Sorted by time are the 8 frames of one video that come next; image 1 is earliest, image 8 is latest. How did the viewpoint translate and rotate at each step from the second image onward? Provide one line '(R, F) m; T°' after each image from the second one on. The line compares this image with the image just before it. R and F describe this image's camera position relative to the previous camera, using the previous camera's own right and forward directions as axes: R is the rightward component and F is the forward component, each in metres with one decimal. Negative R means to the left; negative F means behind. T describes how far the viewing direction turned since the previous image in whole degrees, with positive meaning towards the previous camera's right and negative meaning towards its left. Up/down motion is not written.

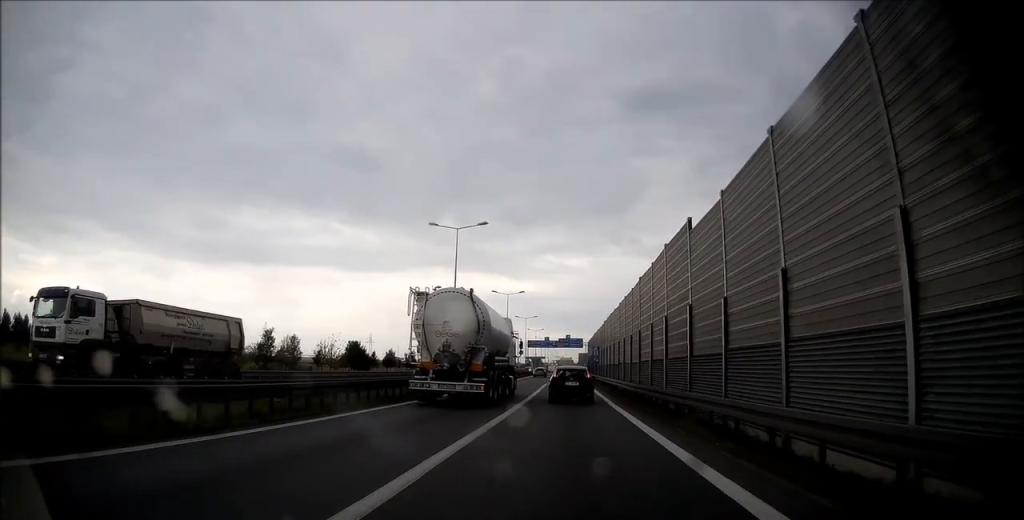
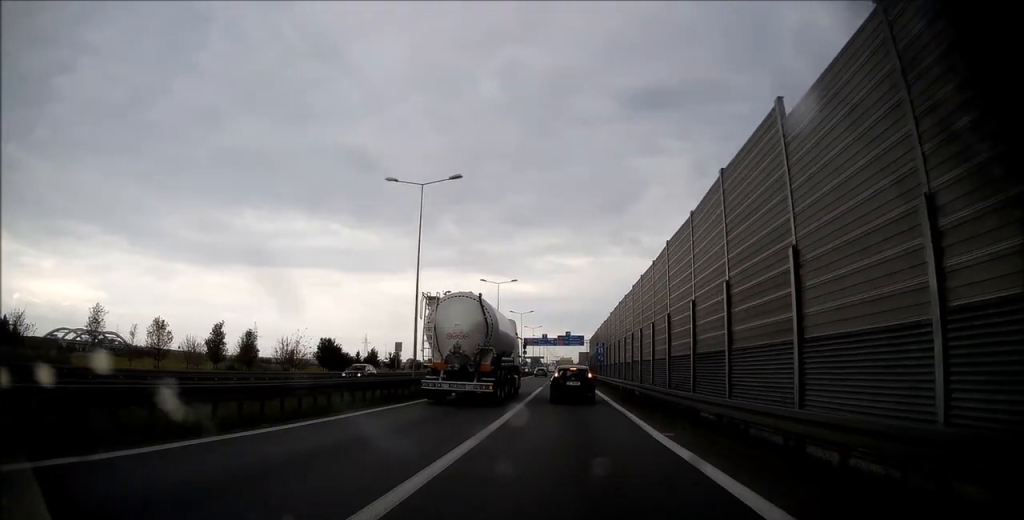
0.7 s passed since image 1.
(0.0, +10.6) m; 0°
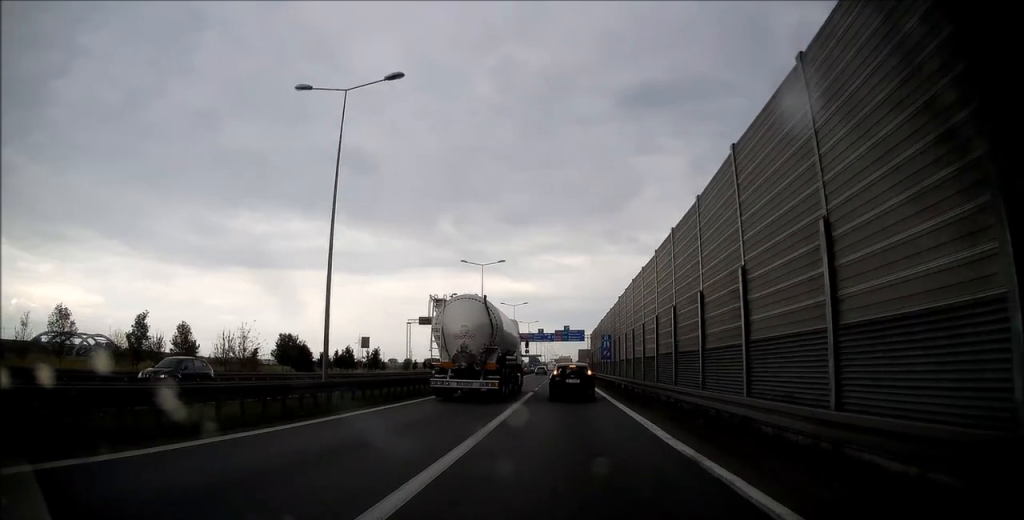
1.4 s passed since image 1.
(0.0, +11.7) m; 0°
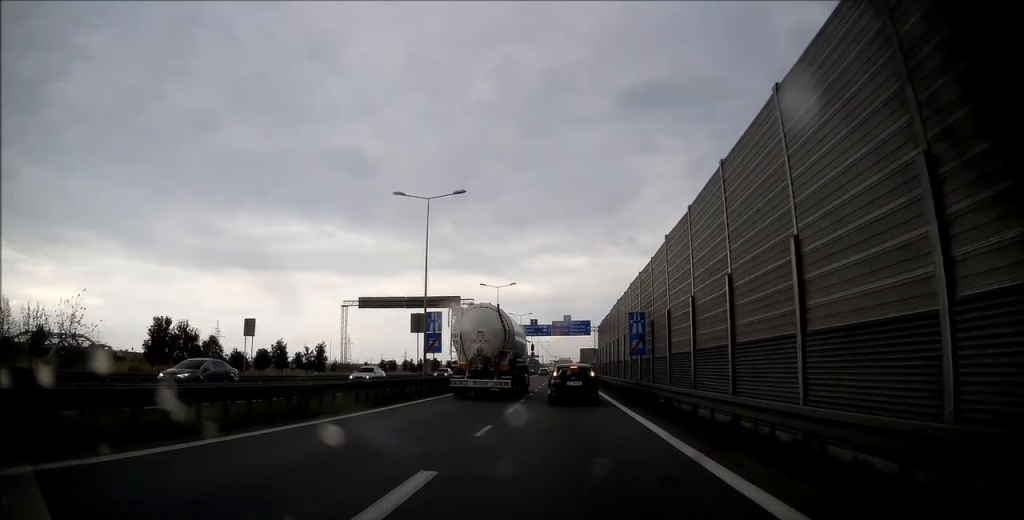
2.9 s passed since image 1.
(+0.1, +23.3) m; +1°
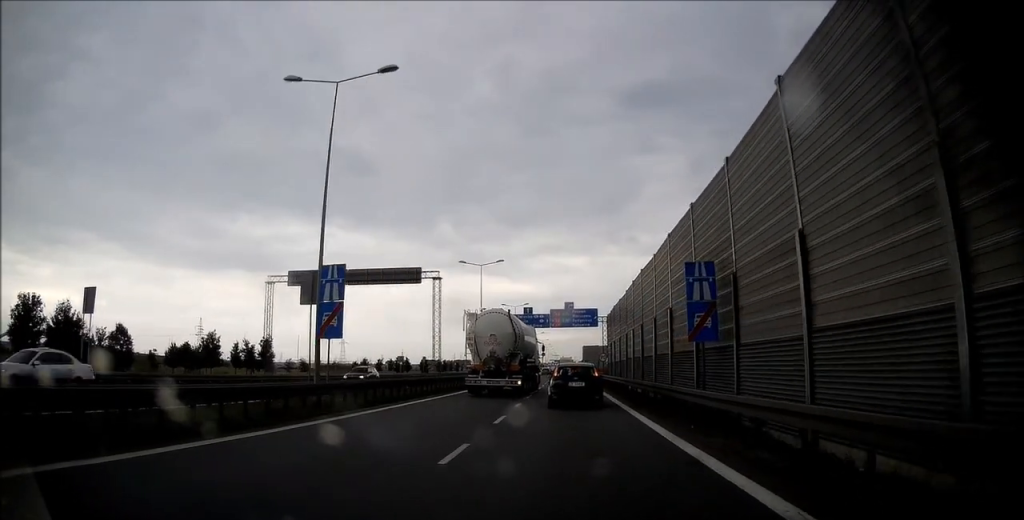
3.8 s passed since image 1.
(+0.3, +15.0) m; -1°
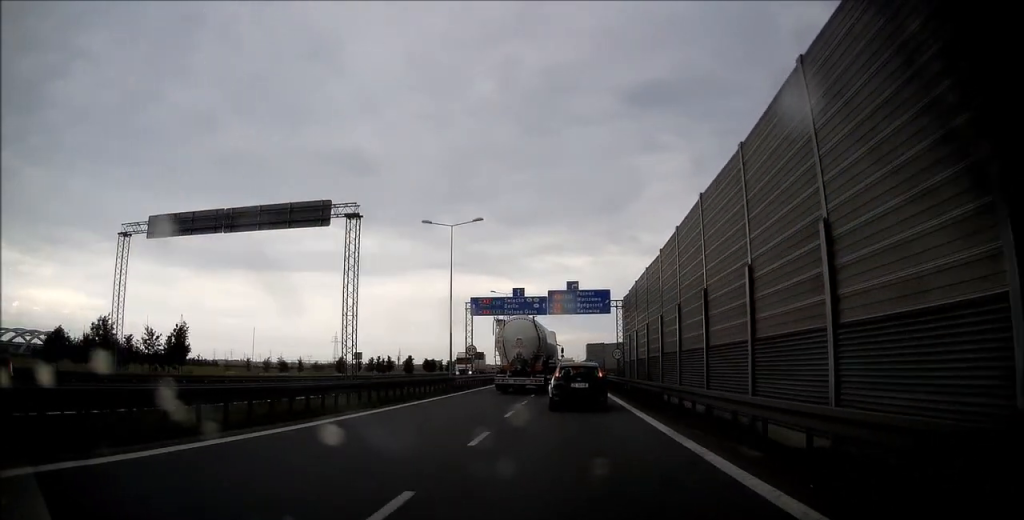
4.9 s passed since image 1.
(-0.5, +16.1) m; -1°
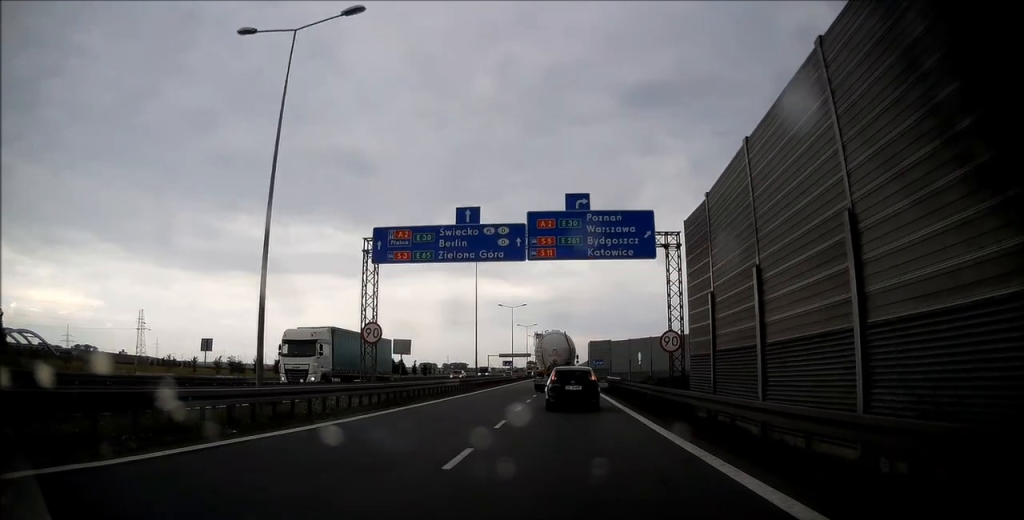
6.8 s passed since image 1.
(+0.6, +26.8) m; +1°
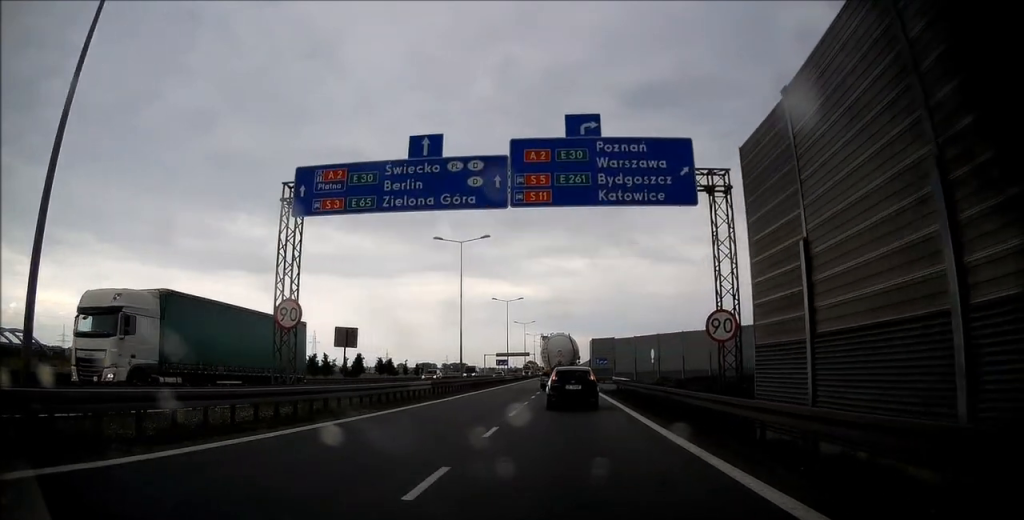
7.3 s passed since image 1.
(-0.1, +8.1) m; 0°
